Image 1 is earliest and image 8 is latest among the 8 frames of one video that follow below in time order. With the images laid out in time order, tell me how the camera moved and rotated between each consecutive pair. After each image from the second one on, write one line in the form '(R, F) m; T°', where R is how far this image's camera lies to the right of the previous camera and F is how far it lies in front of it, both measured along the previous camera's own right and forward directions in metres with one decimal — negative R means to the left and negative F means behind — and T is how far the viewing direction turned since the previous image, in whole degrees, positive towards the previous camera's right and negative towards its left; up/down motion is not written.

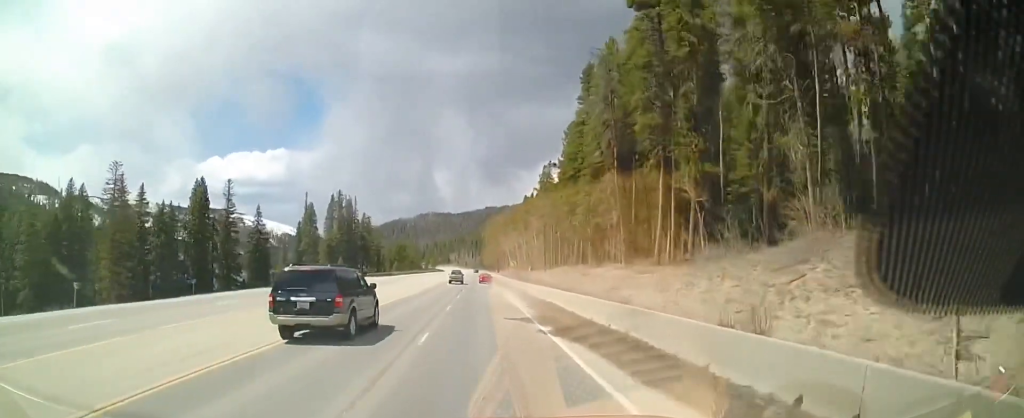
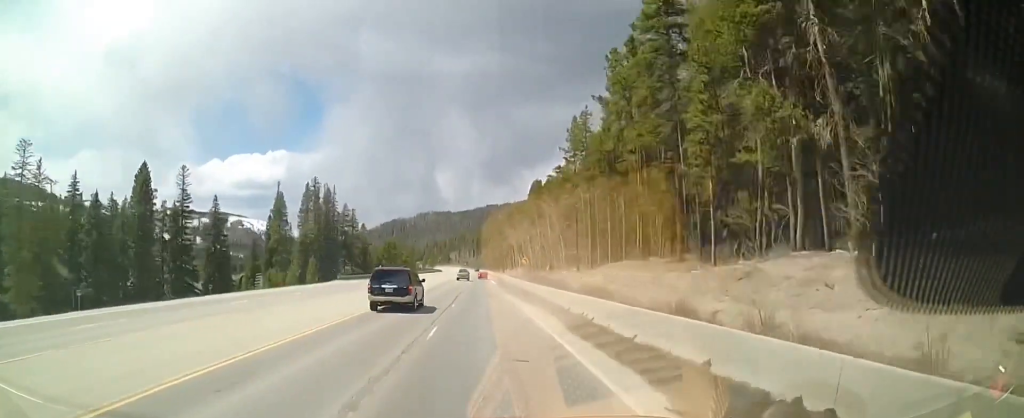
(-0.1, +23.3) m; +1°
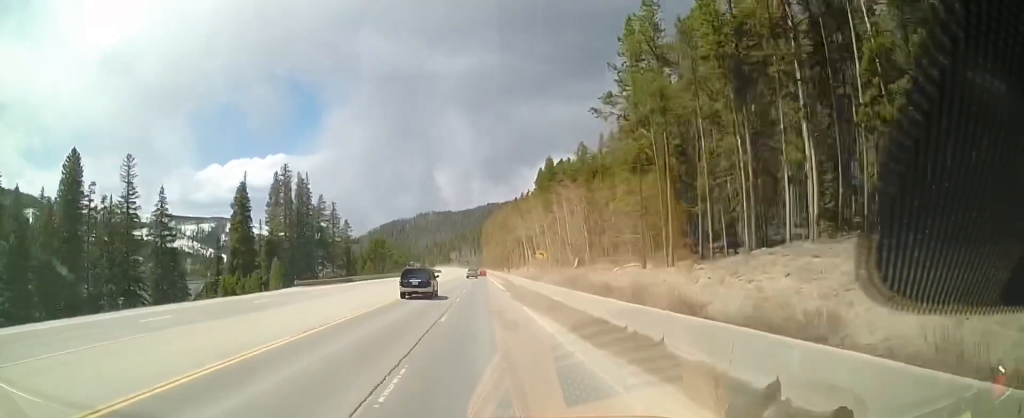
(+0.2, +20.4) m; -1°
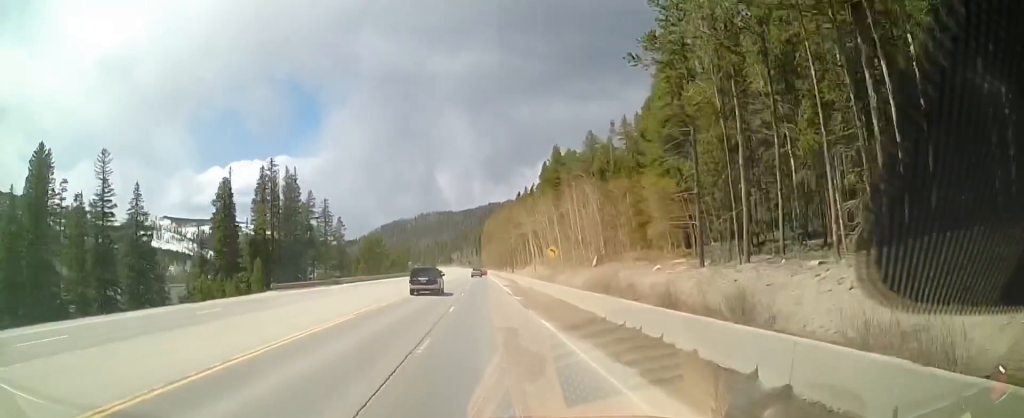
(-0.5, +7.8) m; 0°
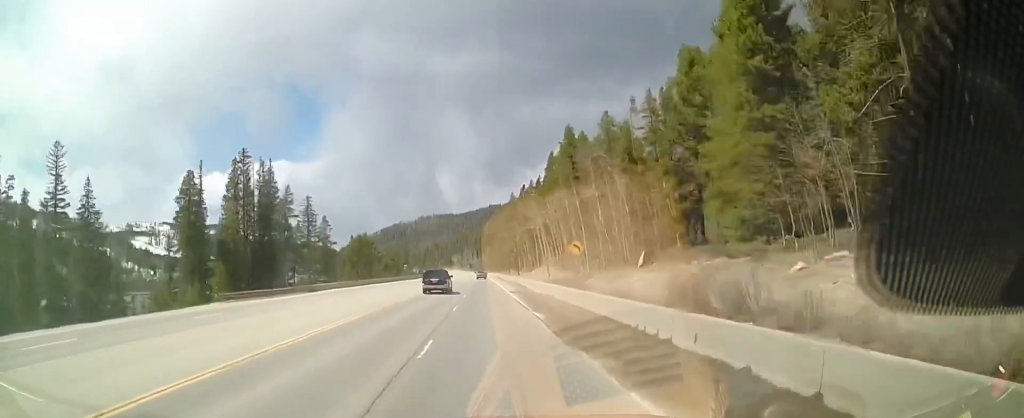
(+0.4, +12.5) m; +1°
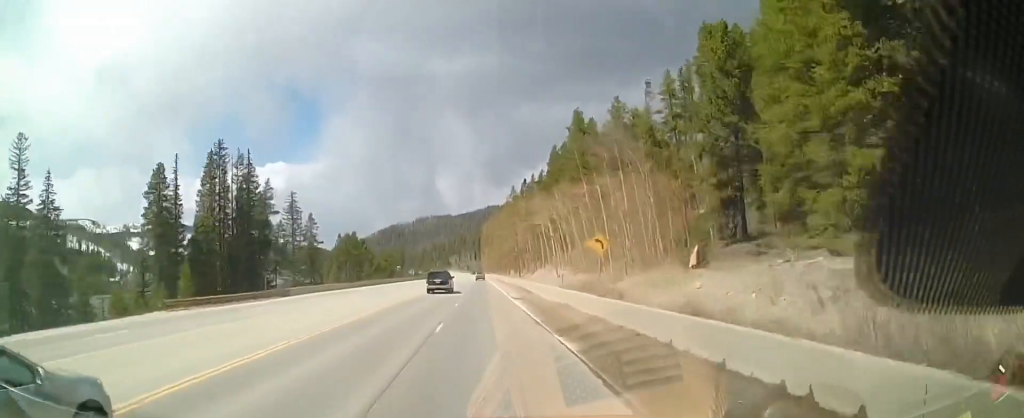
(+0.4, +8.1) m; 0°
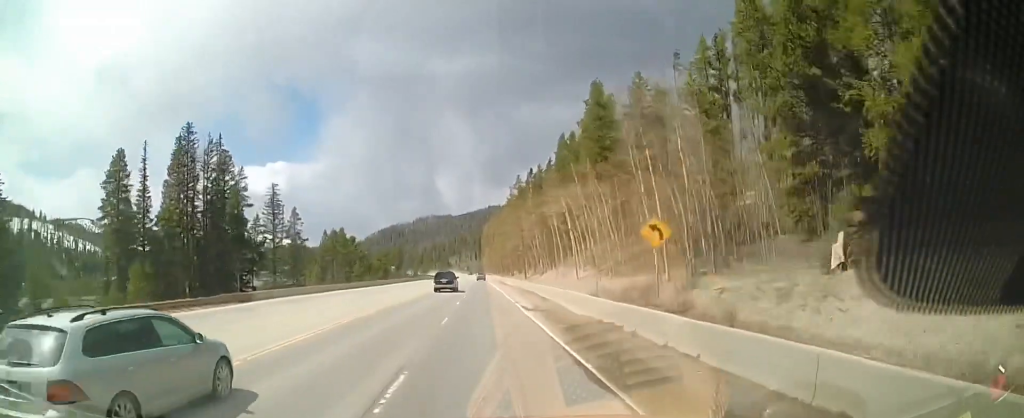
(-0.4, +10.0) m; -1°
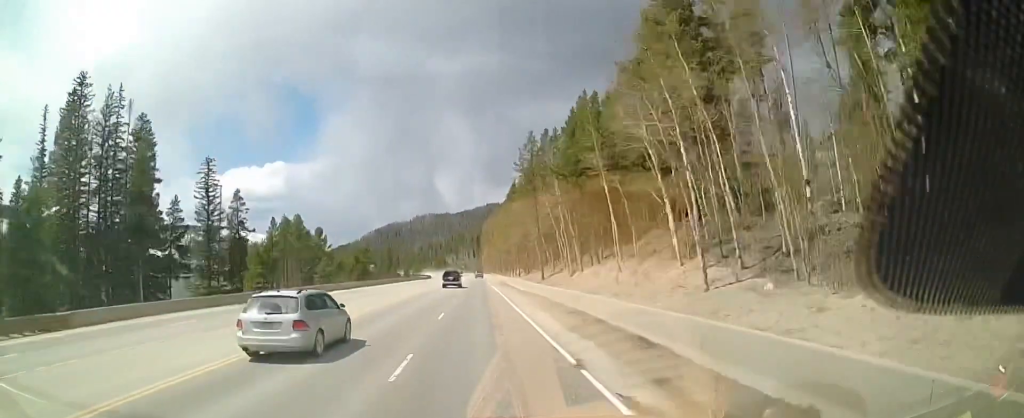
(0.0, +22.7) m; +1°
